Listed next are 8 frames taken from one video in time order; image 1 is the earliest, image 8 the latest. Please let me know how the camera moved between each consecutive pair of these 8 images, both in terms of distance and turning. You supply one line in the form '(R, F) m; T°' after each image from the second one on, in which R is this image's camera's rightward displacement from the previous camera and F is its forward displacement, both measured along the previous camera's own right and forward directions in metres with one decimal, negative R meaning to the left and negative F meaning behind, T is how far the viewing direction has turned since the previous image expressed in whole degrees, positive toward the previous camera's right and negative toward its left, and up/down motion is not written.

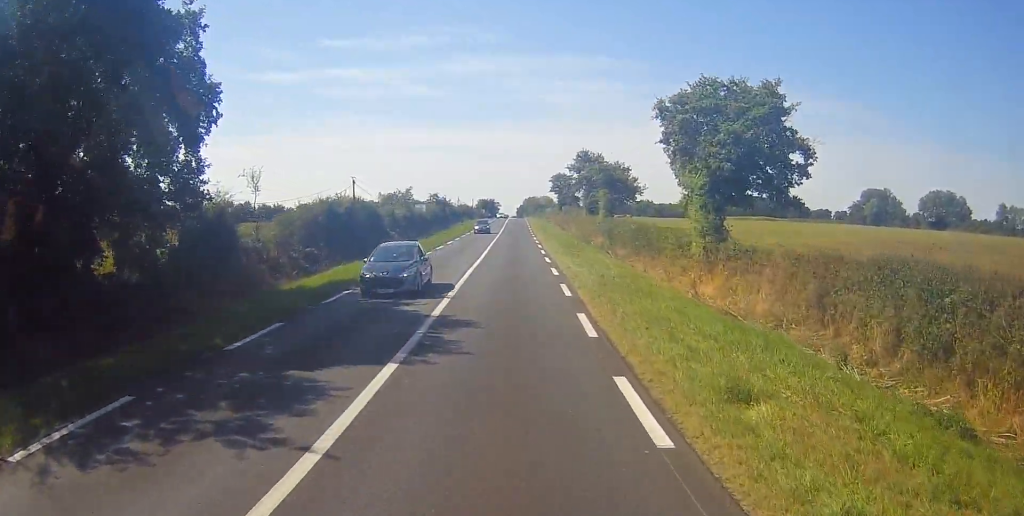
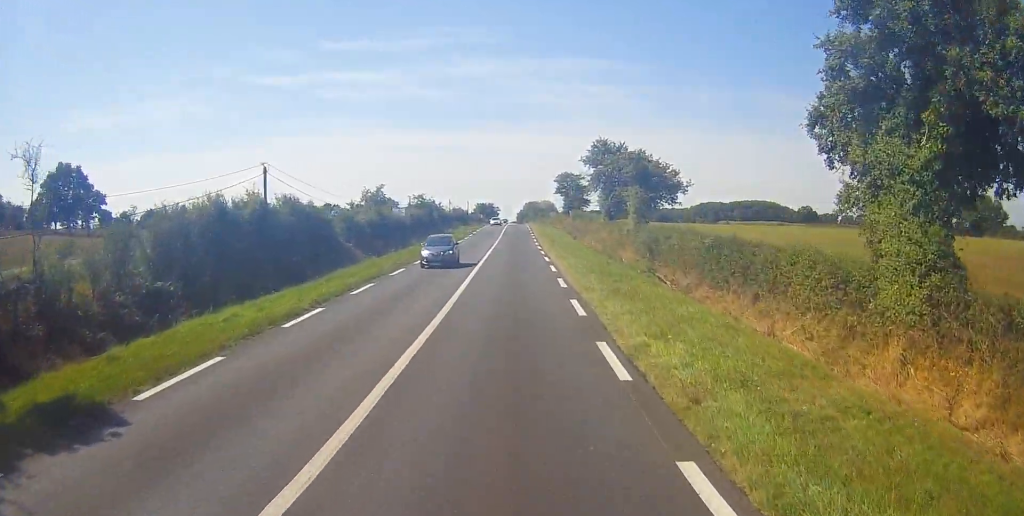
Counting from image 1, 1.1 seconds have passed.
(+0.2, +16.8) m; +2°
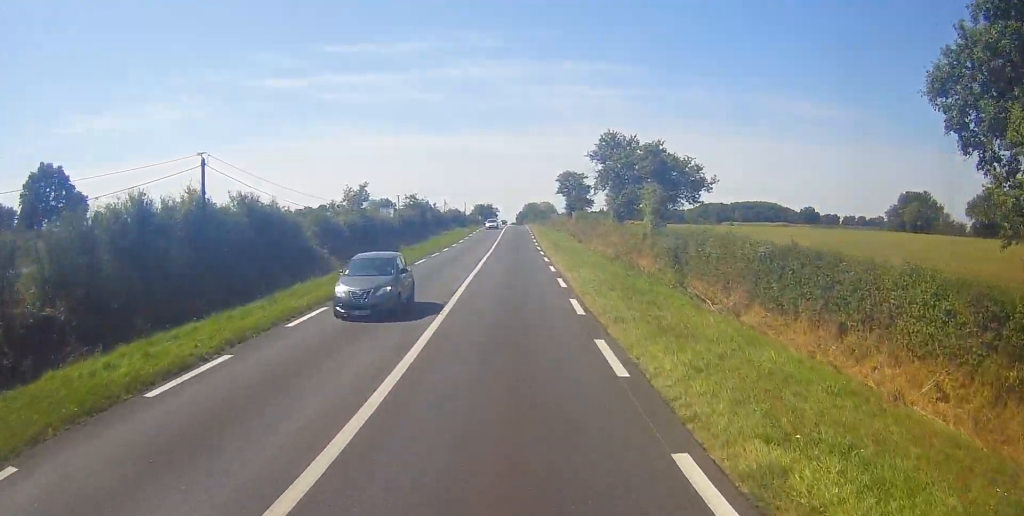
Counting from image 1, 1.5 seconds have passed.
(+0.2, +6.3) m; 0°
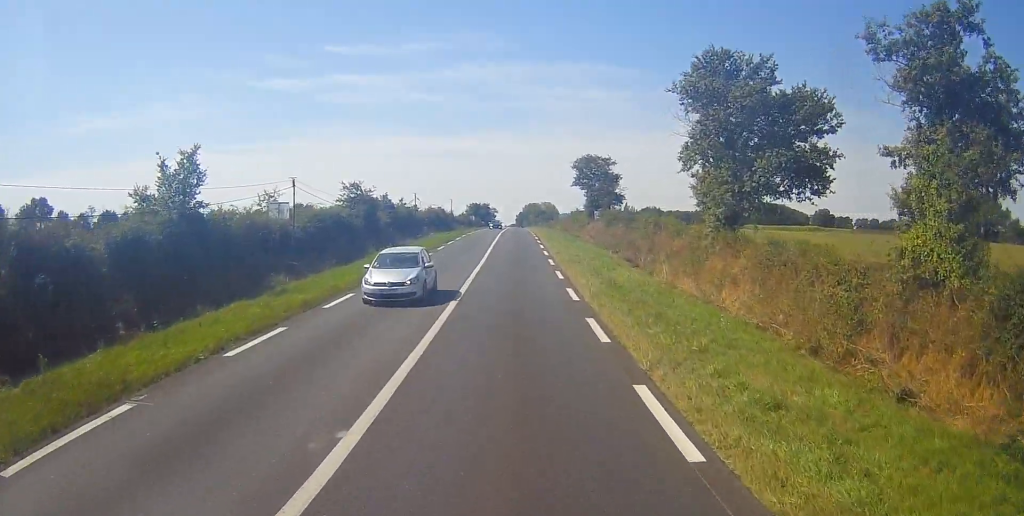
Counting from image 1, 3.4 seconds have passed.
(-0.2, +30.2) m; 0°
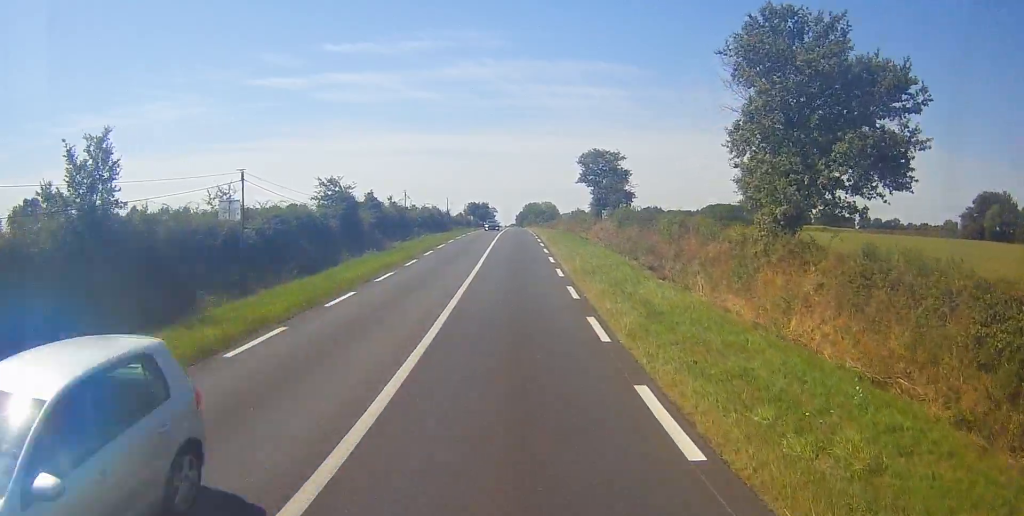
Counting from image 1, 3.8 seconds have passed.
(+0.1, +6.5) m; 0°
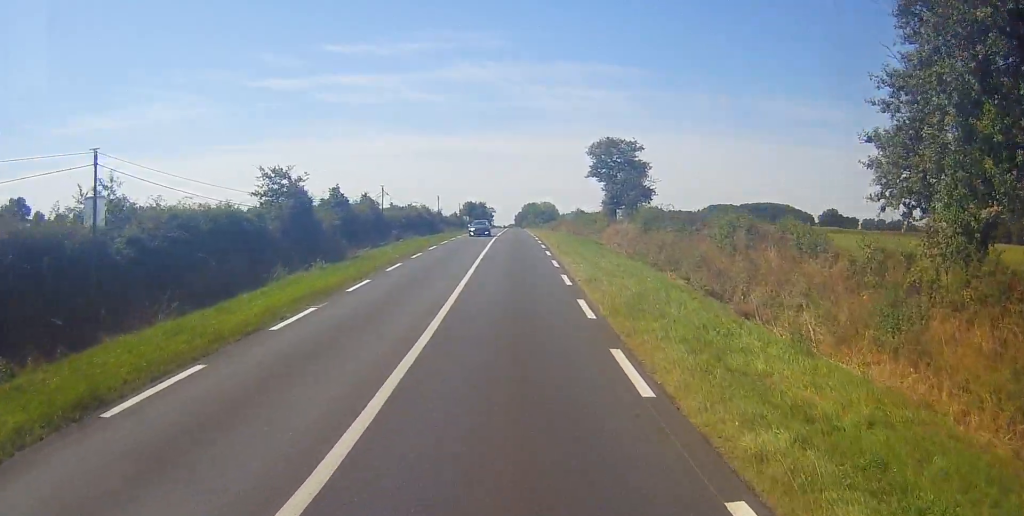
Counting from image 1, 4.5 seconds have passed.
(-0.4, +10.8) m; 0°
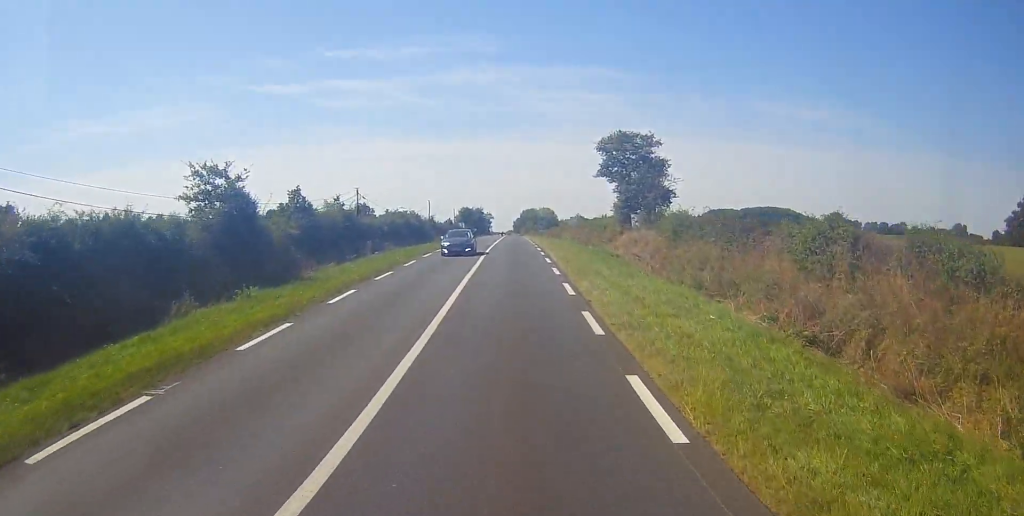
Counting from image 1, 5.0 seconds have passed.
(0.0, +8.4) m; 0°
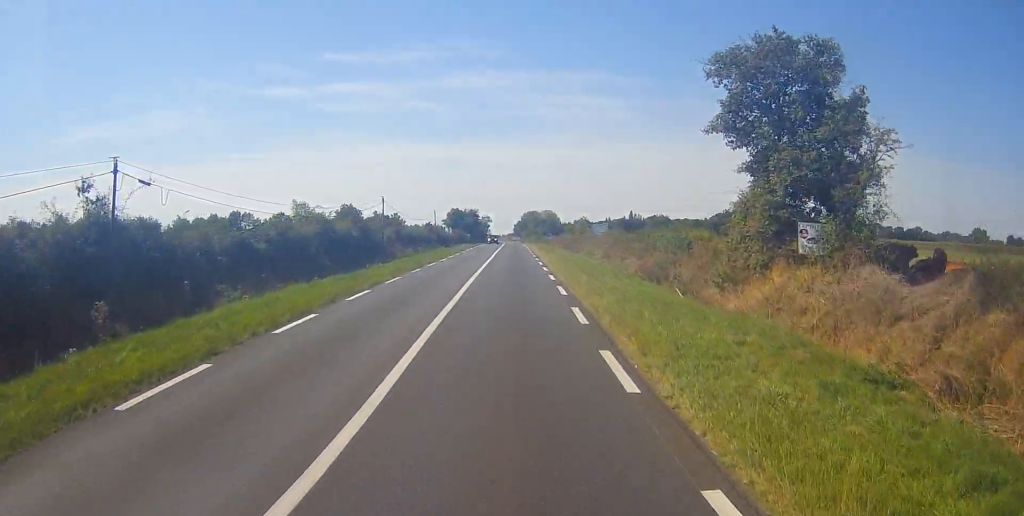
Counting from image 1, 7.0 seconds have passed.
(-0.3, +30.4) m; -2°
